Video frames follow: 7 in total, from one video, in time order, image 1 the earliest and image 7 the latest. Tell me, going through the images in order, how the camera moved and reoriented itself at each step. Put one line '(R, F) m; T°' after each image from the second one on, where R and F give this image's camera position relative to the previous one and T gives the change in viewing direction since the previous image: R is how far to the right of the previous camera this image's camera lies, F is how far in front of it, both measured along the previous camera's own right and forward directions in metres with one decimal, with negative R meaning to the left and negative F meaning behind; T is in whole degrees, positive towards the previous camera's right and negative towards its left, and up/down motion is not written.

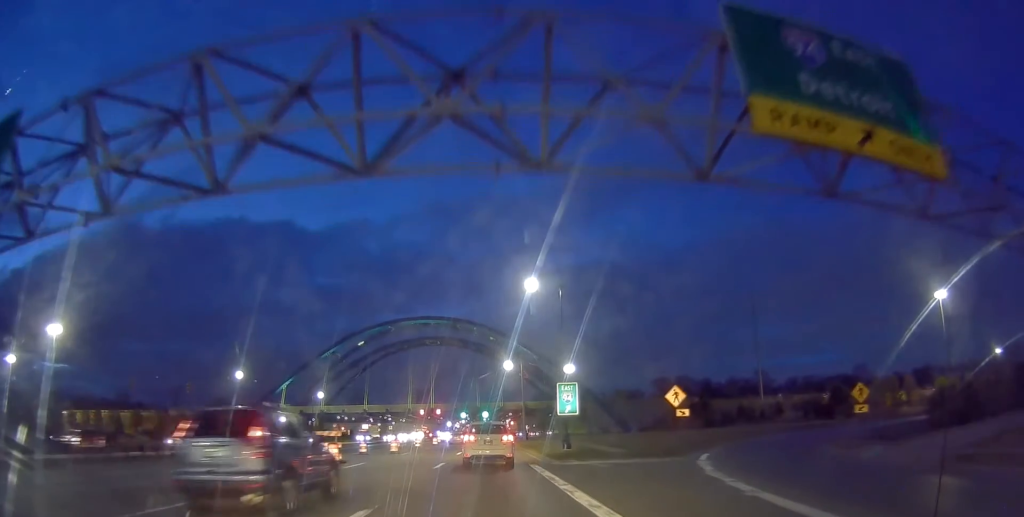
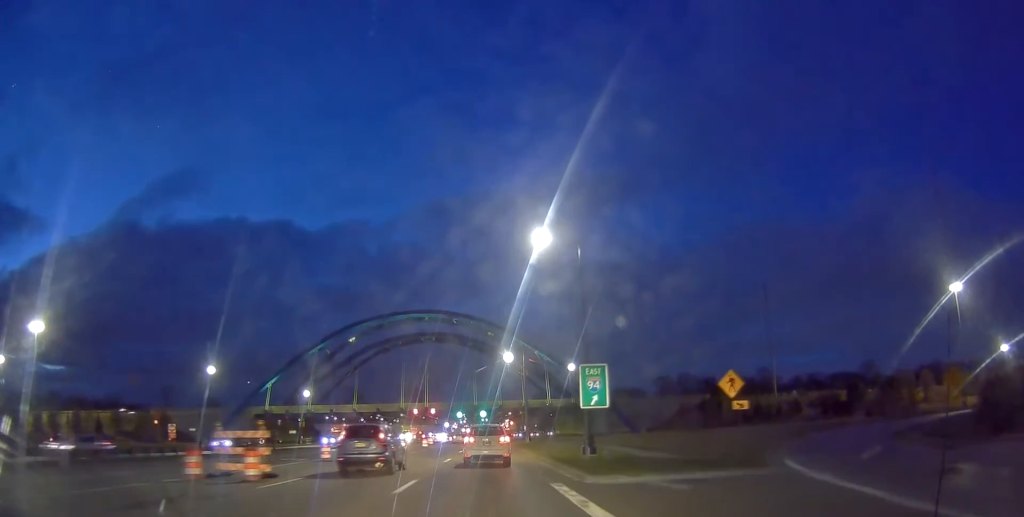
(+0.1, +6.3) m; +5°
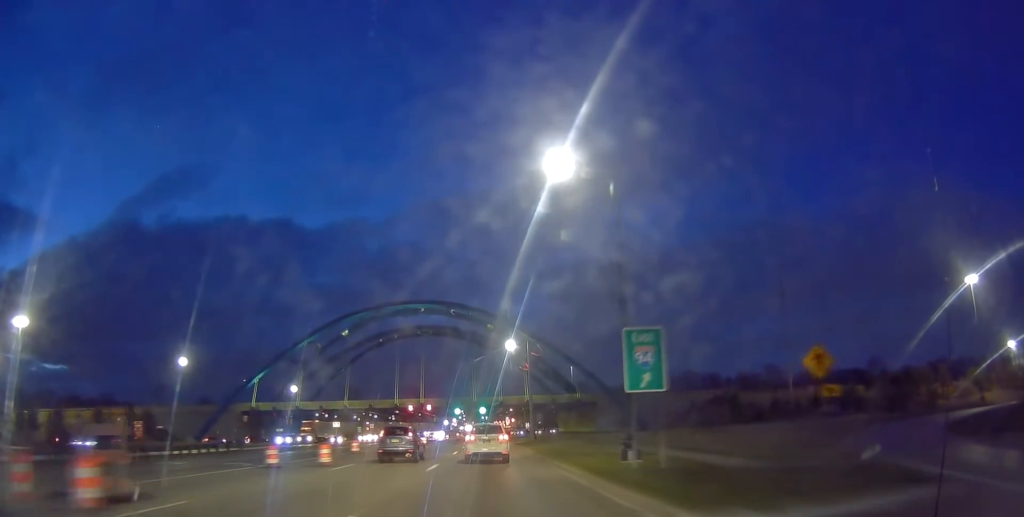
(+0.4, +5.8) m; +5°
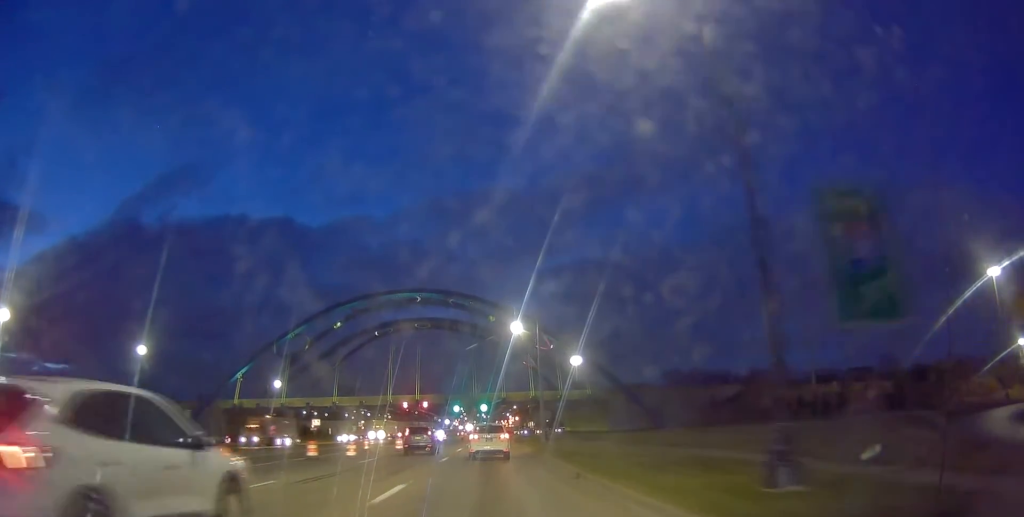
(+0.1, +7.8) m; -5°
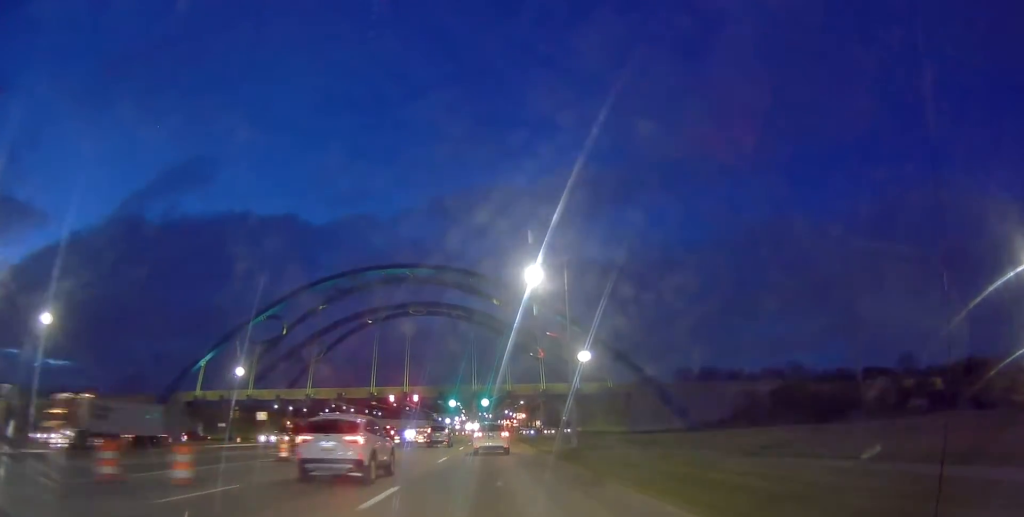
(-1.3, +14.6) m; -5°
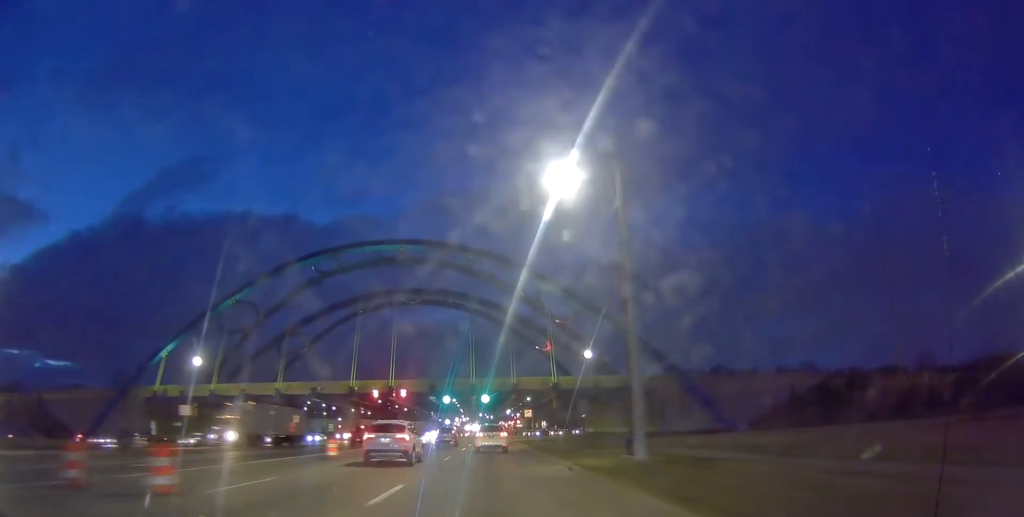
(0.0, +12.4) m; 0°
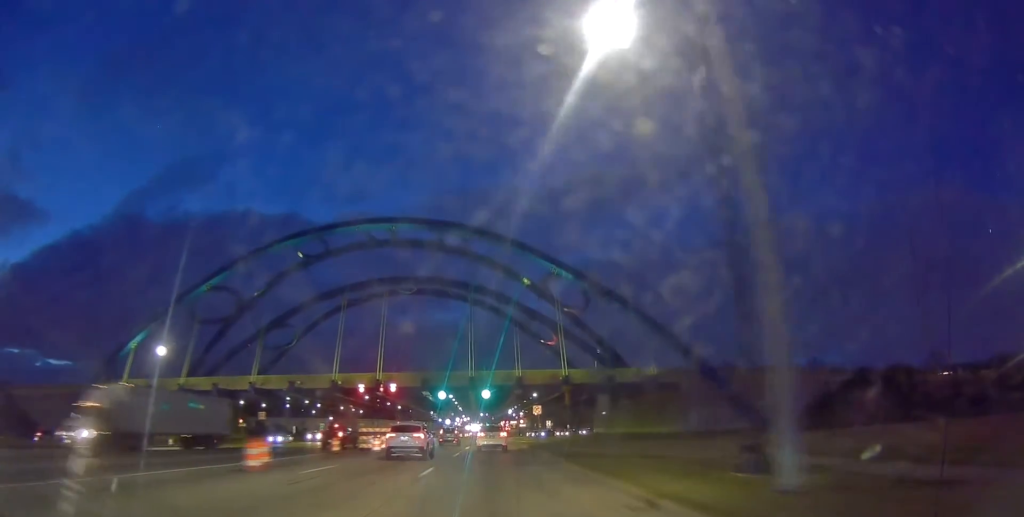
(0.0, +8.5) m; 0°
